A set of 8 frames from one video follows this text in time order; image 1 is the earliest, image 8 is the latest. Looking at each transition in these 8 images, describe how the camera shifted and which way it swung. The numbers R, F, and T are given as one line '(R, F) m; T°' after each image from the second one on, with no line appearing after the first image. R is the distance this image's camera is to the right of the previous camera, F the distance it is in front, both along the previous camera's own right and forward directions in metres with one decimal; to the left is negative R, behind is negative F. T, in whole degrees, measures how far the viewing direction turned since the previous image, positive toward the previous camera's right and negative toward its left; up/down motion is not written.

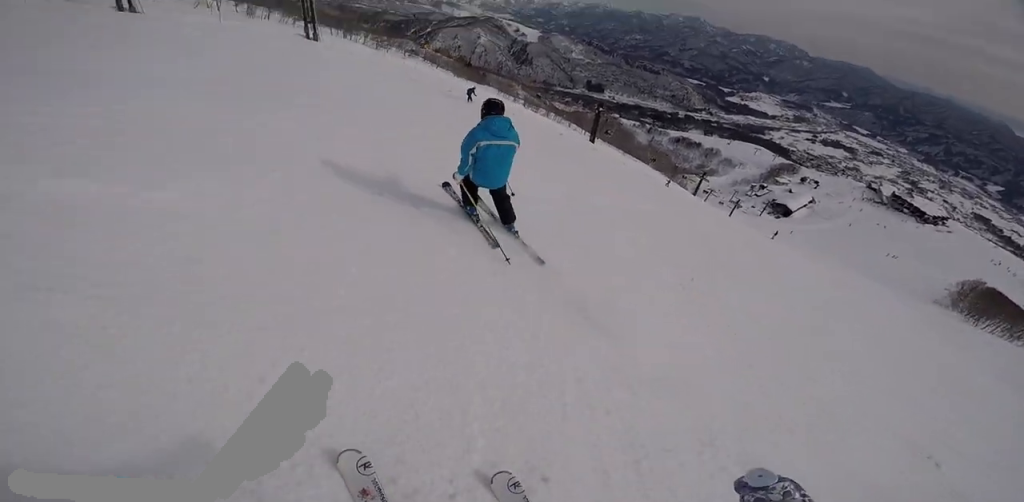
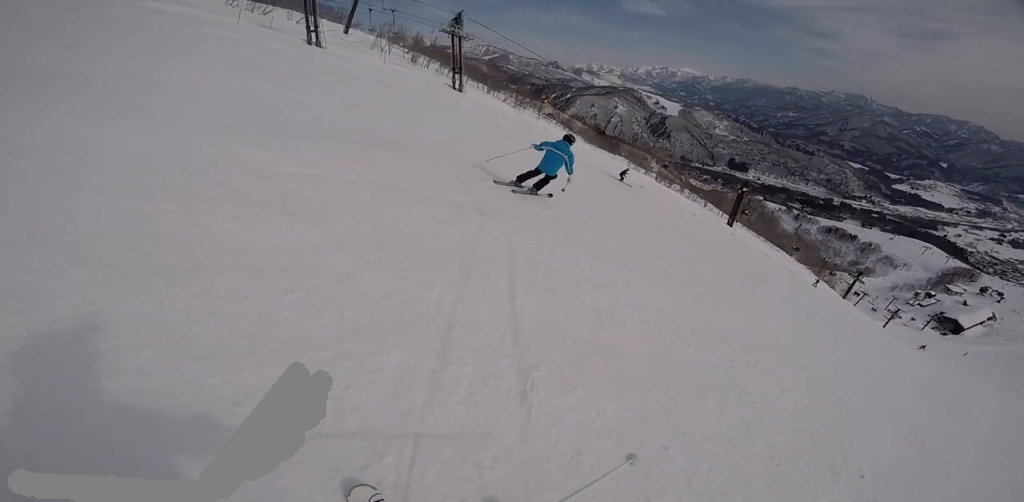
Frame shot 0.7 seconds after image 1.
(-0.4, +2.4) m; -1°
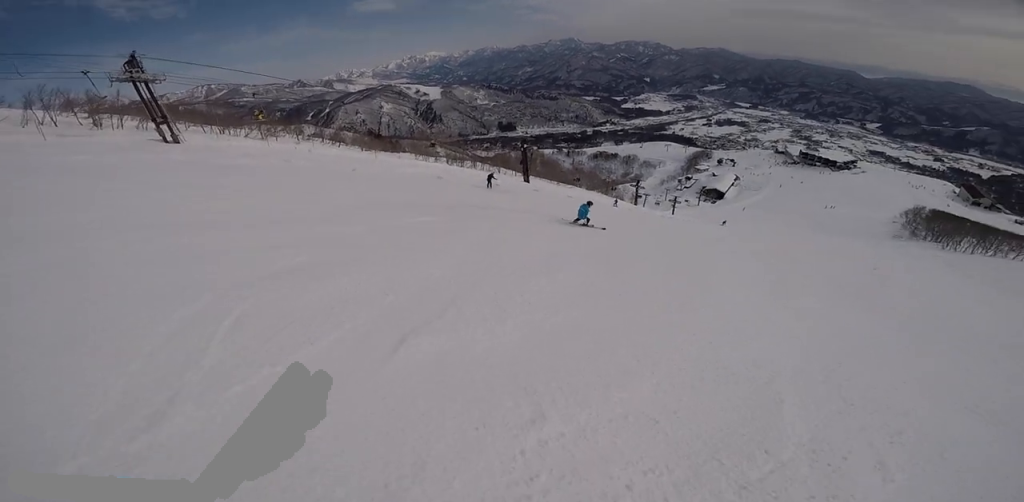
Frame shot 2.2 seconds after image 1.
(+0.5, +4.6) m; +30°
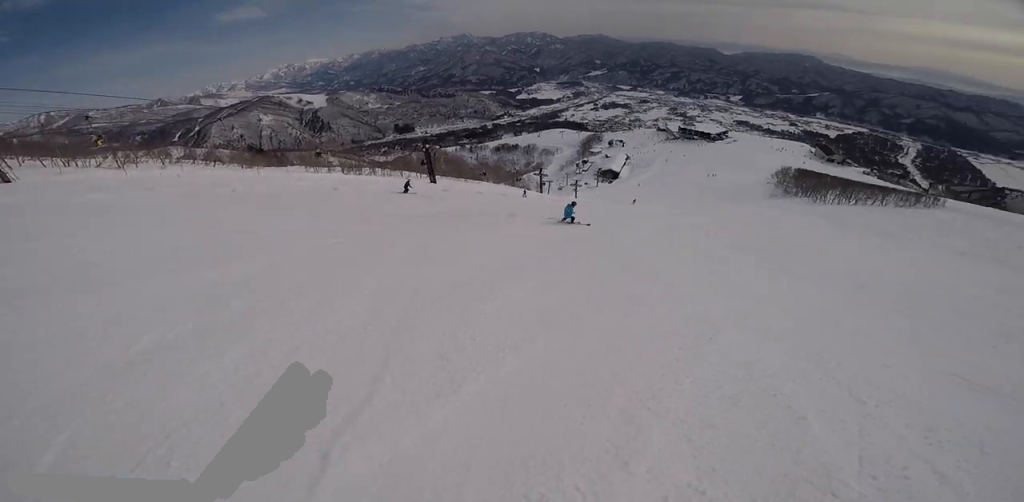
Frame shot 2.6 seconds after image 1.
(+0.3, +1.5) m; +10°
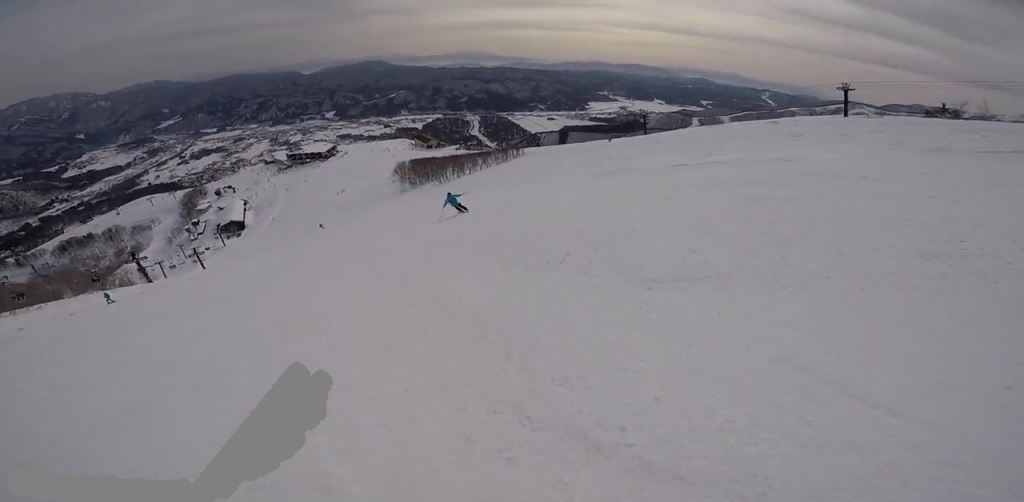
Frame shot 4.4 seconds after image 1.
(+2.2, +6.8) m; +26°
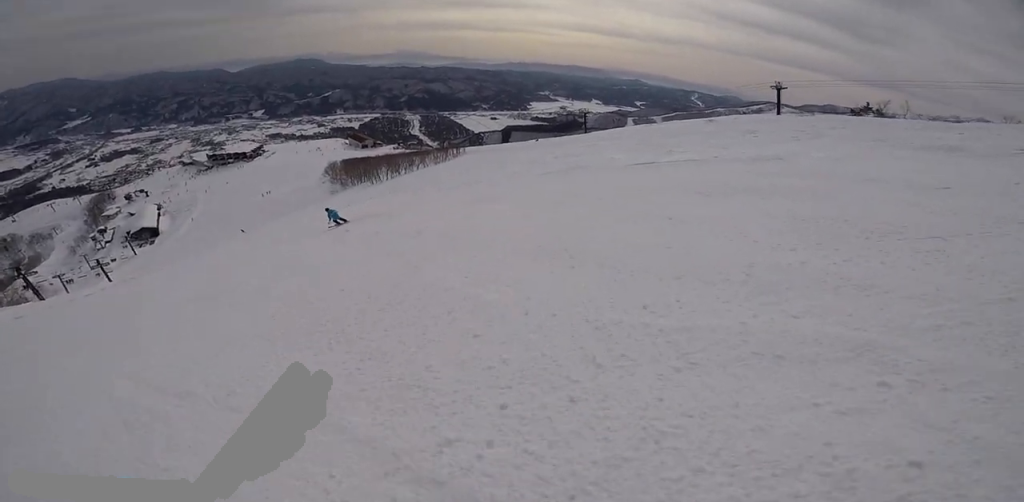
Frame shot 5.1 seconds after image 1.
(+0.6, +3.2) m; -13°
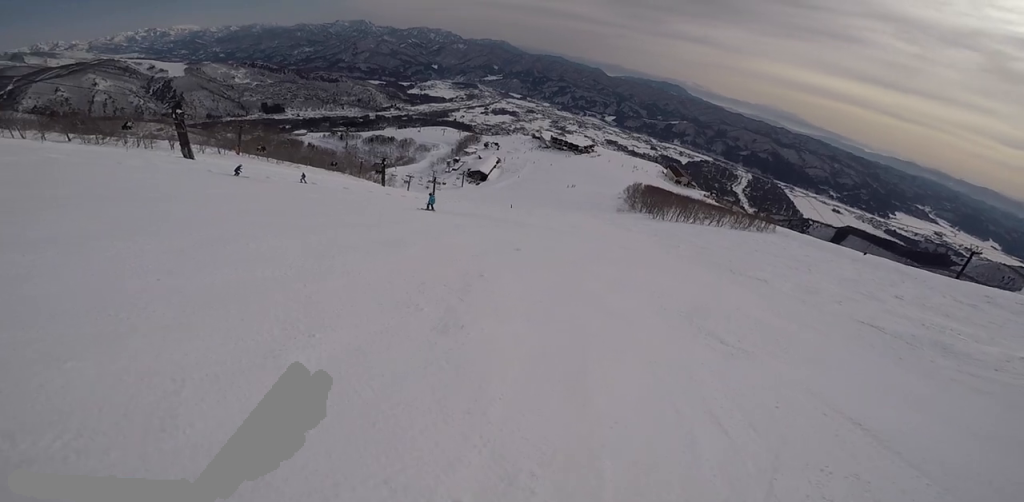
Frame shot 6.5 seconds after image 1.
(-2.5, +5.9) m; -37°
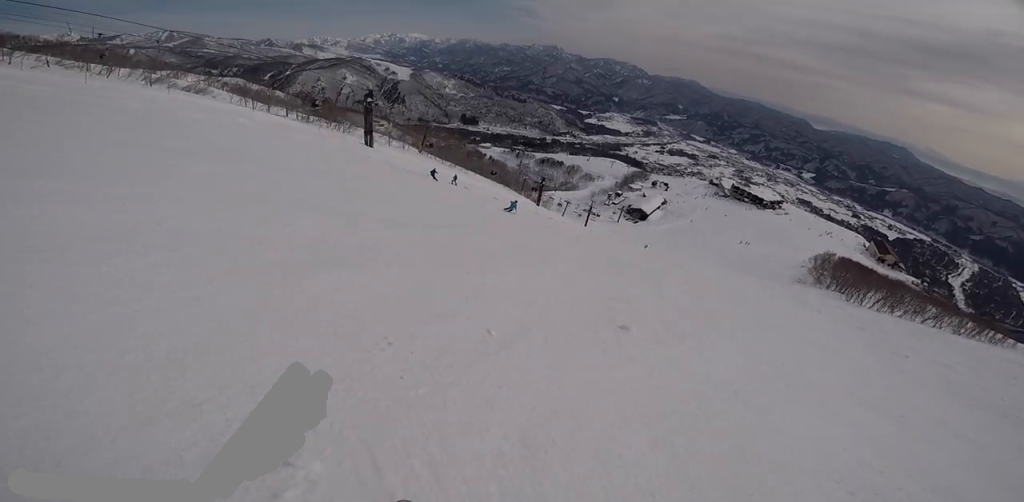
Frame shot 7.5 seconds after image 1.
(-0.8, +4.4) m; -29°
